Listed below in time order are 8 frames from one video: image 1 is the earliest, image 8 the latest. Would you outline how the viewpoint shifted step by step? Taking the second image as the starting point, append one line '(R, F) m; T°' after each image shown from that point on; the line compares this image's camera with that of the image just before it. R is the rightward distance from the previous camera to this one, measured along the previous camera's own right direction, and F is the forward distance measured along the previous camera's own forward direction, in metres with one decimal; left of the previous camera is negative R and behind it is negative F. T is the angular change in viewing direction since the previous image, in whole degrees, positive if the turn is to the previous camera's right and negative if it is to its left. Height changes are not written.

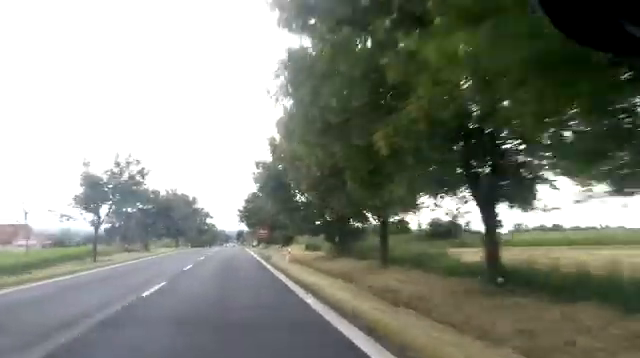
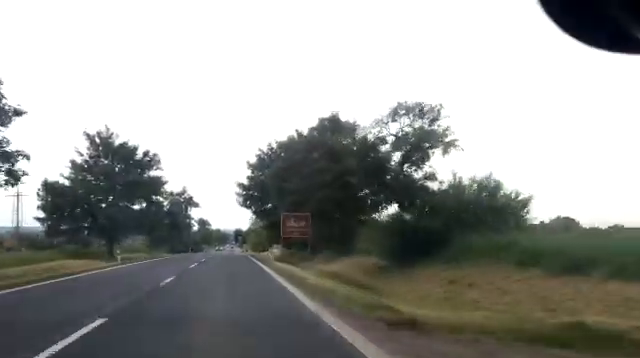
(0.0, +35.8) m; +1°
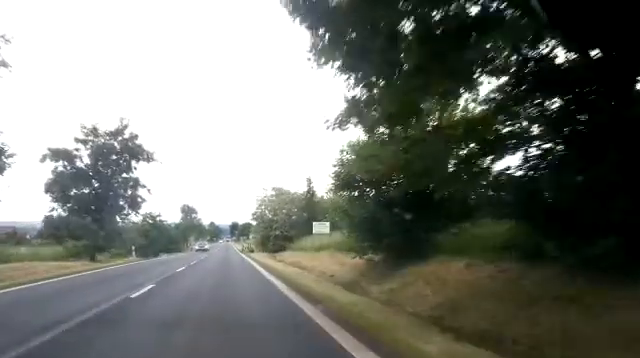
(-0.1, +37.0) m; 0°
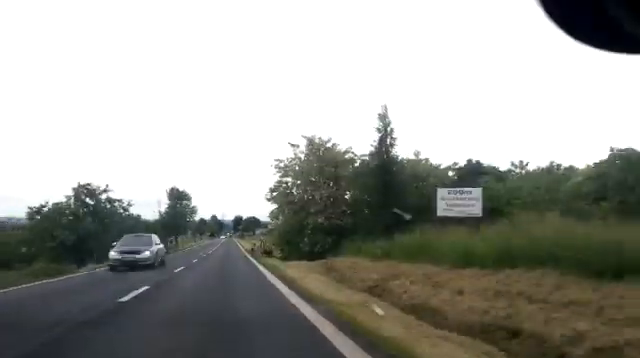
(+0.2, +27.1) m; +1°
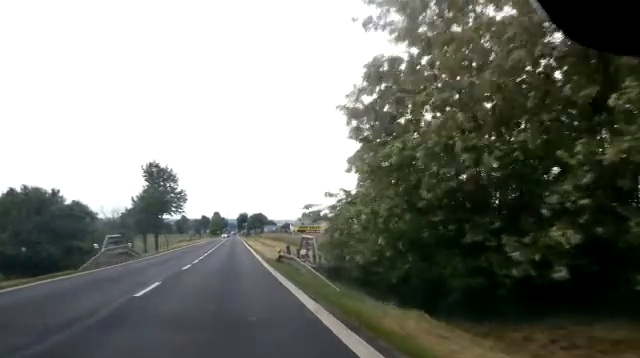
(0.0, +26.6) m; 0°
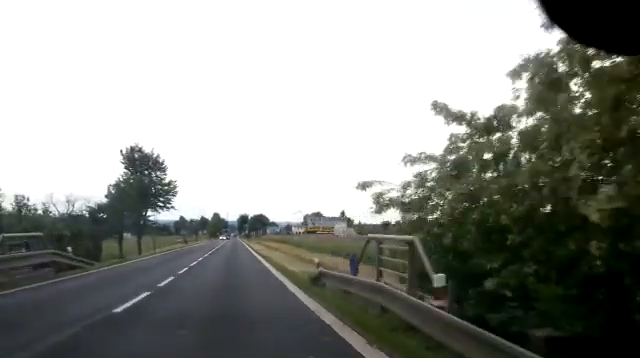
(-0.1, +11.1) m; 0°
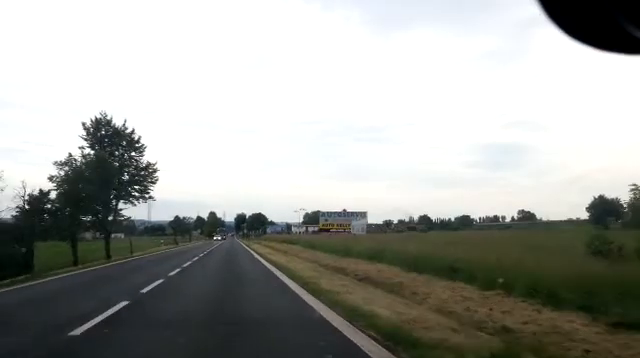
(0.0, +10.9) m; 0°
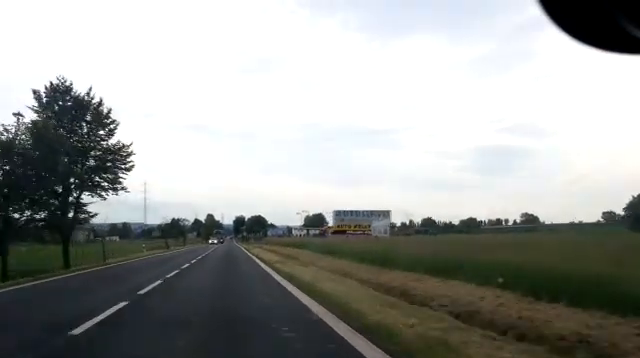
(0.0, +8.8) m; 0°
